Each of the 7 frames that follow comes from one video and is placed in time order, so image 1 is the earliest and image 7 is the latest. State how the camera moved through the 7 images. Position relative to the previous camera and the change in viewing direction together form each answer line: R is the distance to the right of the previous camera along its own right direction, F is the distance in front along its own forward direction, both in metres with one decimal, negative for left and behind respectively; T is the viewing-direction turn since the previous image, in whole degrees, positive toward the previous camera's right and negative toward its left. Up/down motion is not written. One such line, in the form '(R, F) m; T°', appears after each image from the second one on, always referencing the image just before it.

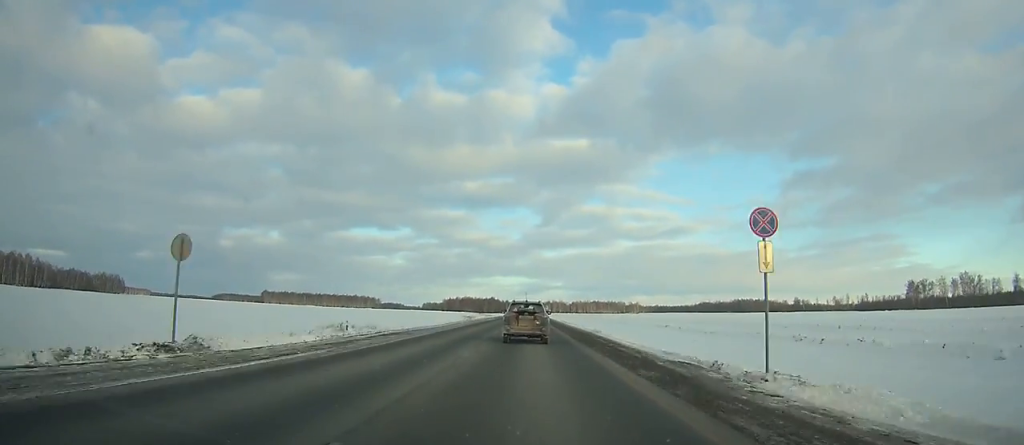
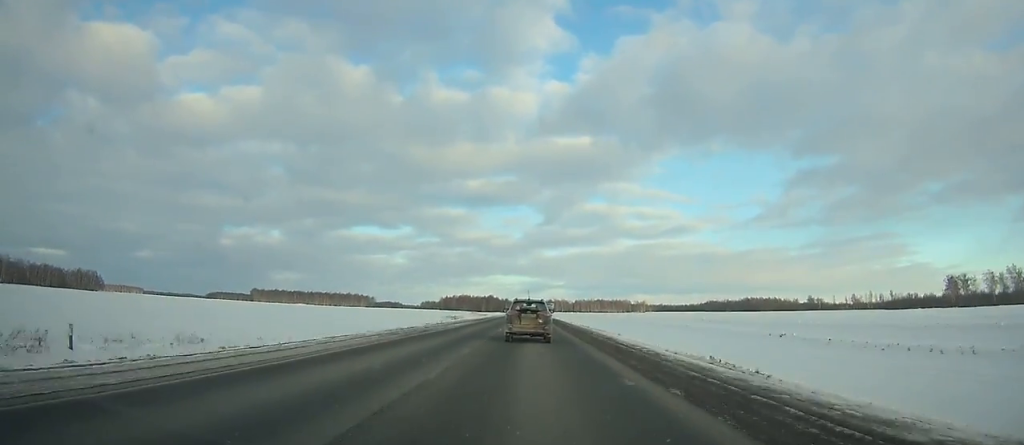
(0.0, +40.3) m; 0°
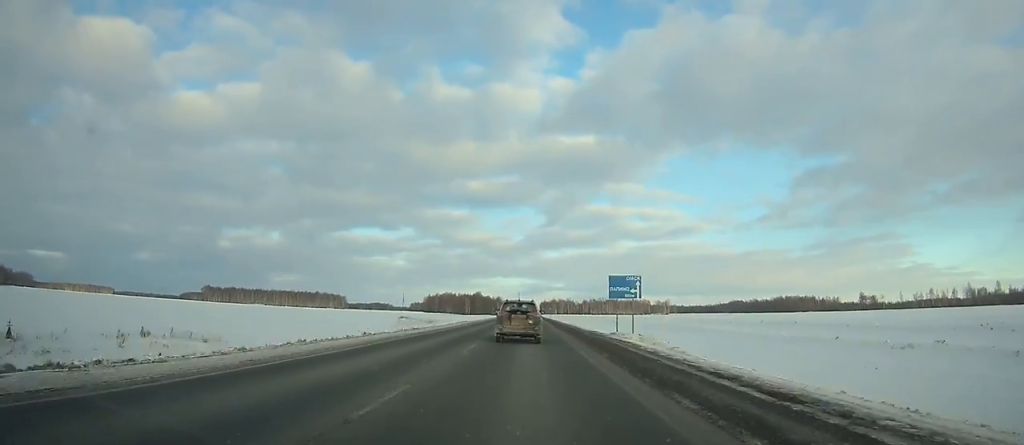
(+0.1, +134.0) m; 0°
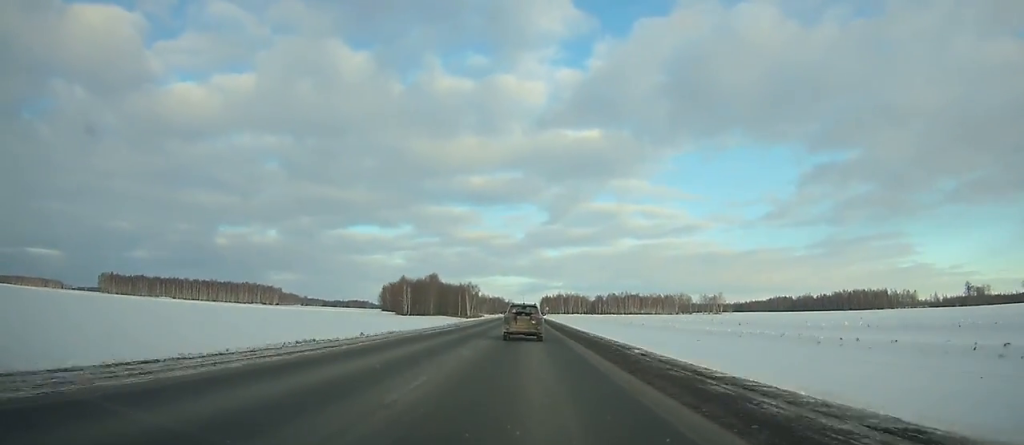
(+0.3, +191.3) m; 0°
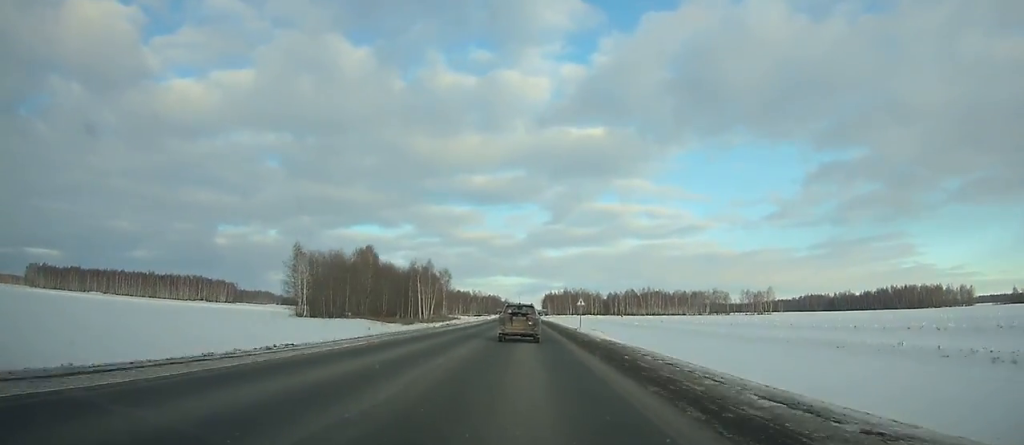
(-0.2, +96.8) m; 0°
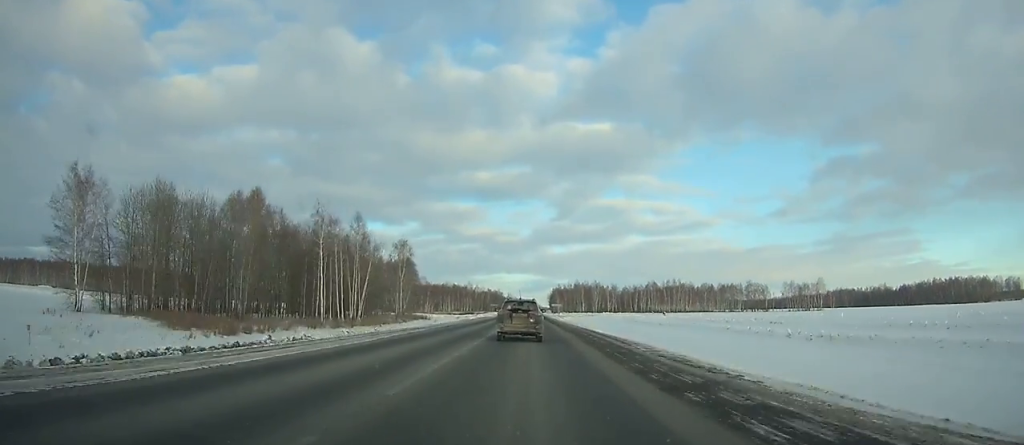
(0.0, +60.7) m; 0°
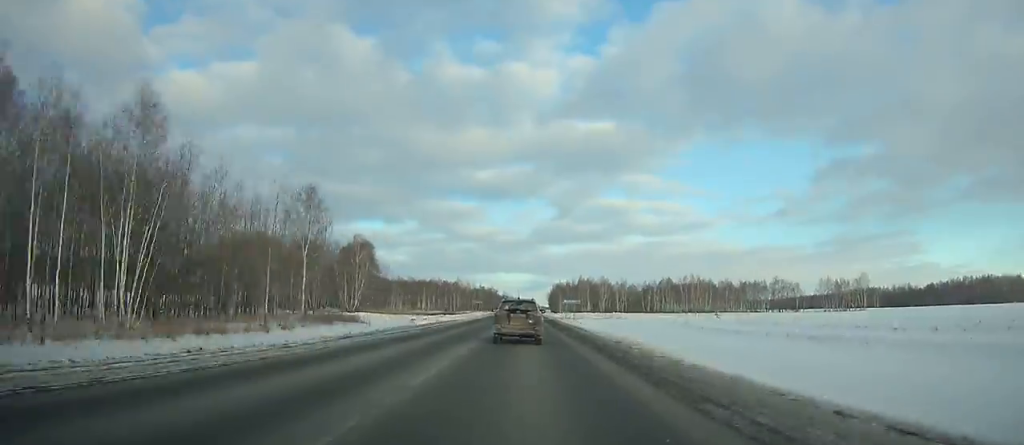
(0.0, +45.8) m; 0°
